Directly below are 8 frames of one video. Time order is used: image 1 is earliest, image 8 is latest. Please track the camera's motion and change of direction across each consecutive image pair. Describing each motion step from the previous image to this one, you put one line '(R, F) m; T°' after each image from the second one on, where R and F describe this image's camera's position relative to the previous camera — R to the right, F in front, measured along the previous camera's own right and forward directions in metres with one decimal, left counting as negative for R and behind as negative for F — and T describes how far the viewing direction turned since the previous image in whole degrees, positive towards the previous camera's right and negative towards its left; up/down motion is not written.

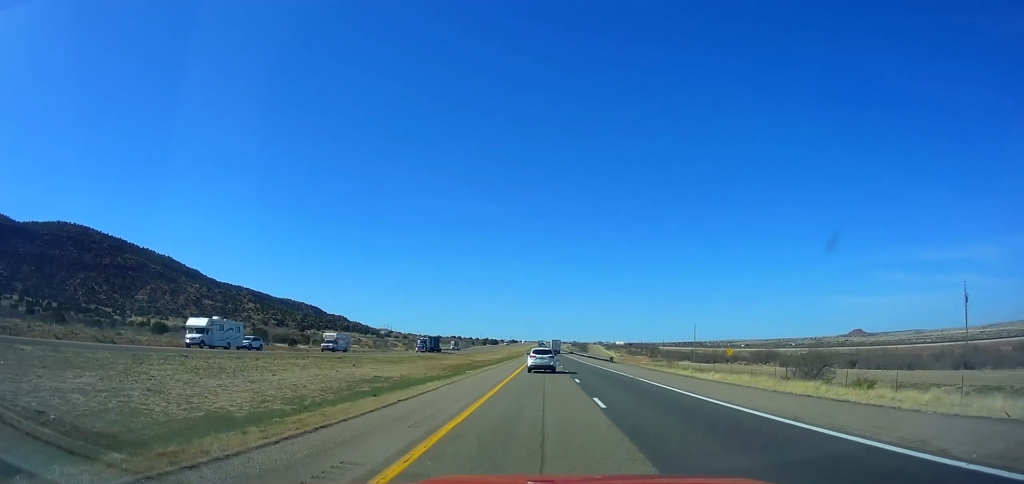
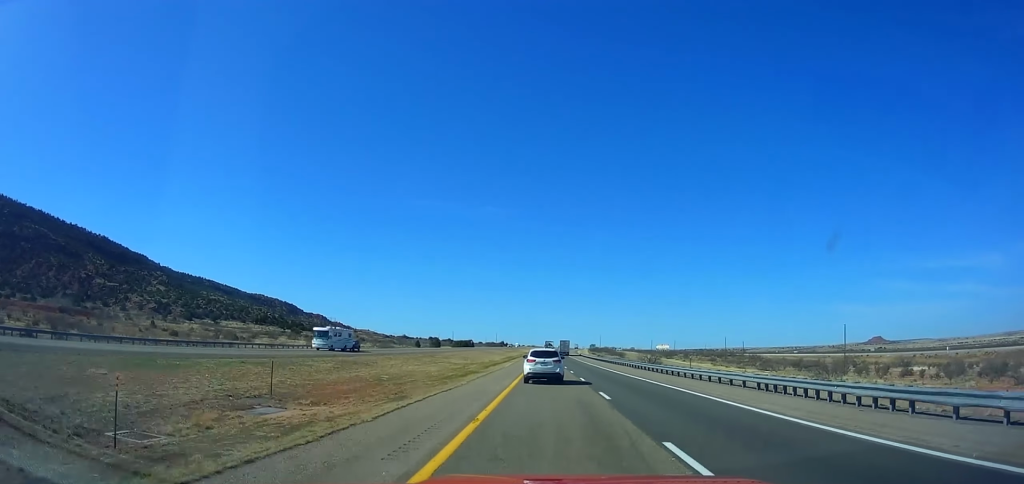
(0.0, +201.8) m; 0°
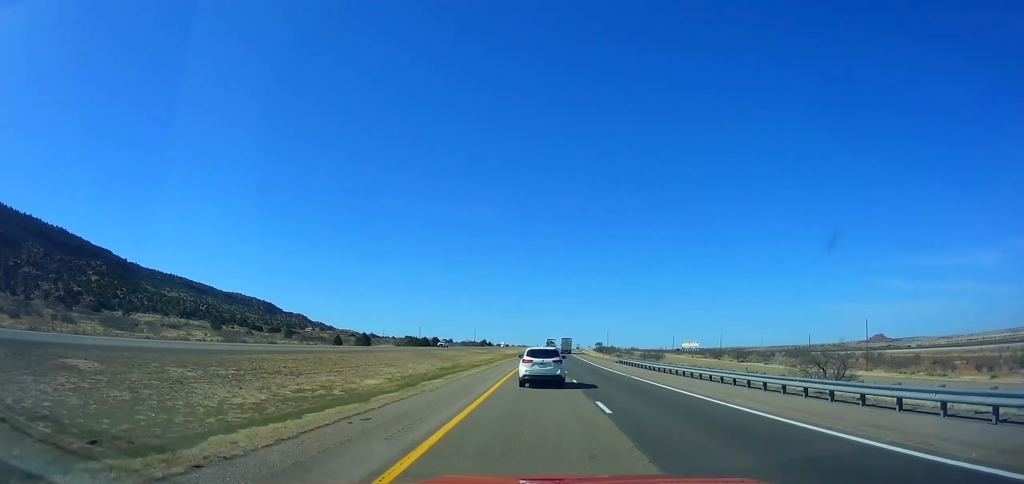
(0.0, +88.0) m; +1°
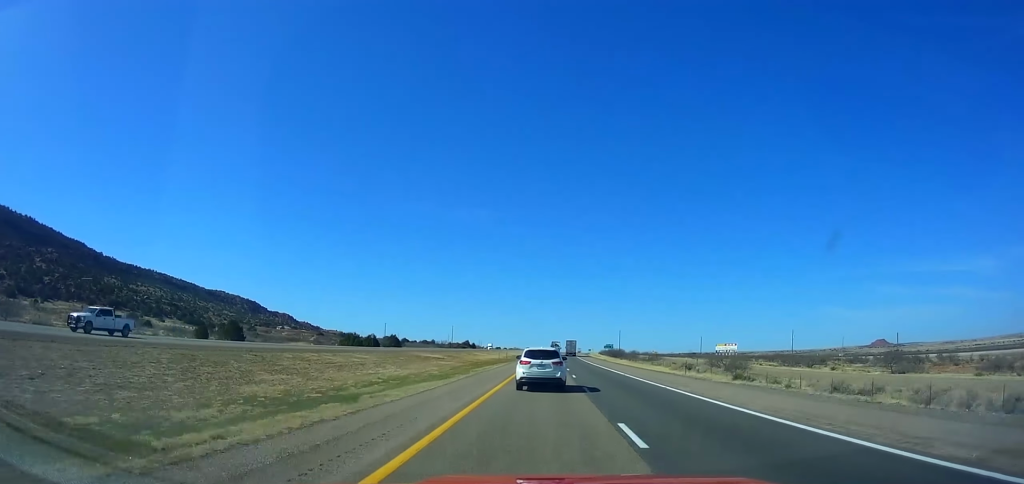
(+0.8, +66.3) m; +1°
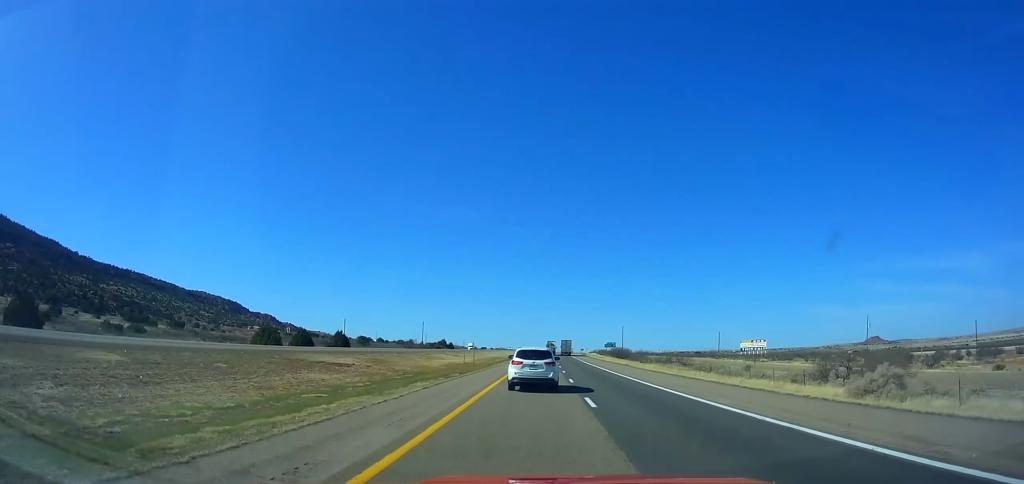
(+0.2, +42.4) m; +1°
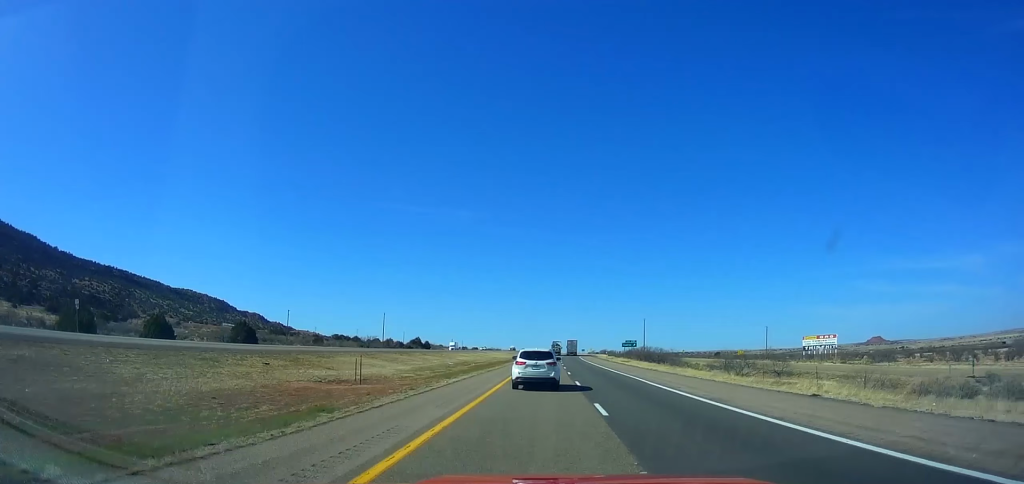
(-0.1, +51.8) m; +1°
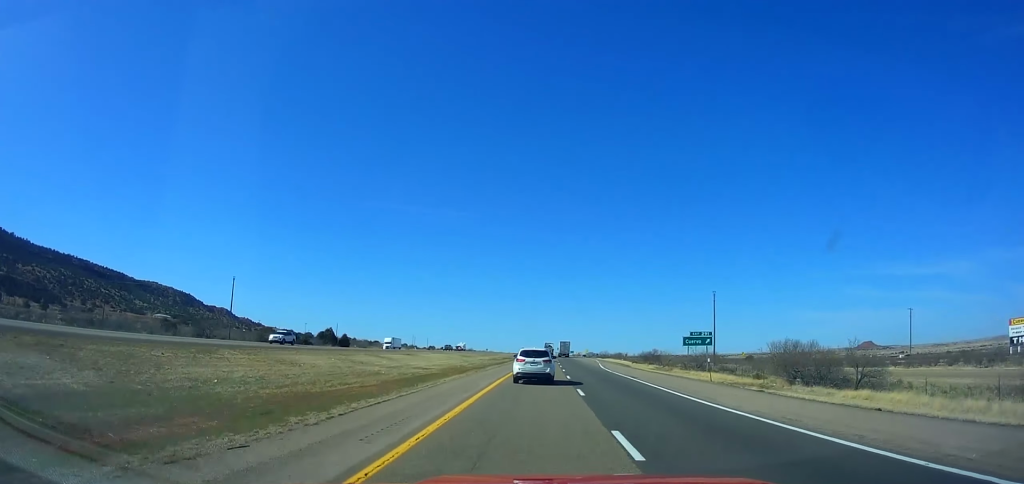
(+1.2, +80.2) m; +1°
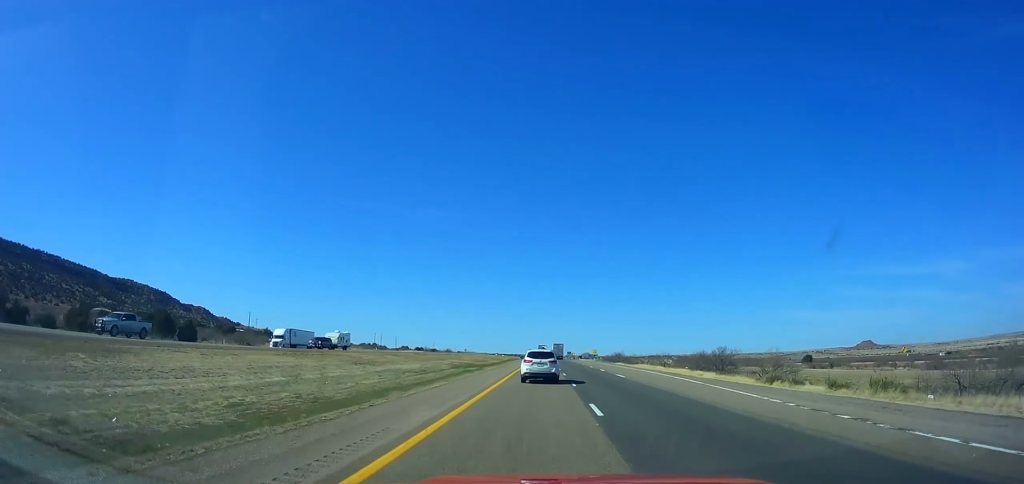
(+0.6, +67.1) m; +1°
